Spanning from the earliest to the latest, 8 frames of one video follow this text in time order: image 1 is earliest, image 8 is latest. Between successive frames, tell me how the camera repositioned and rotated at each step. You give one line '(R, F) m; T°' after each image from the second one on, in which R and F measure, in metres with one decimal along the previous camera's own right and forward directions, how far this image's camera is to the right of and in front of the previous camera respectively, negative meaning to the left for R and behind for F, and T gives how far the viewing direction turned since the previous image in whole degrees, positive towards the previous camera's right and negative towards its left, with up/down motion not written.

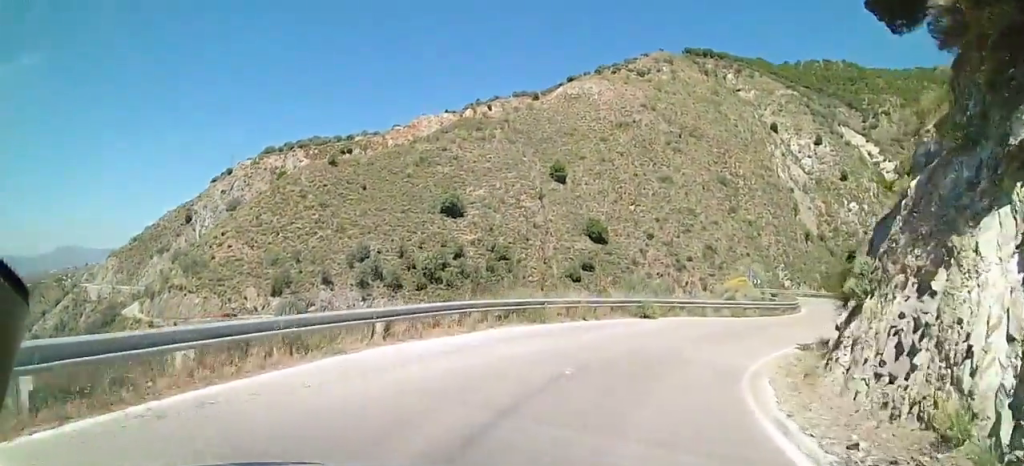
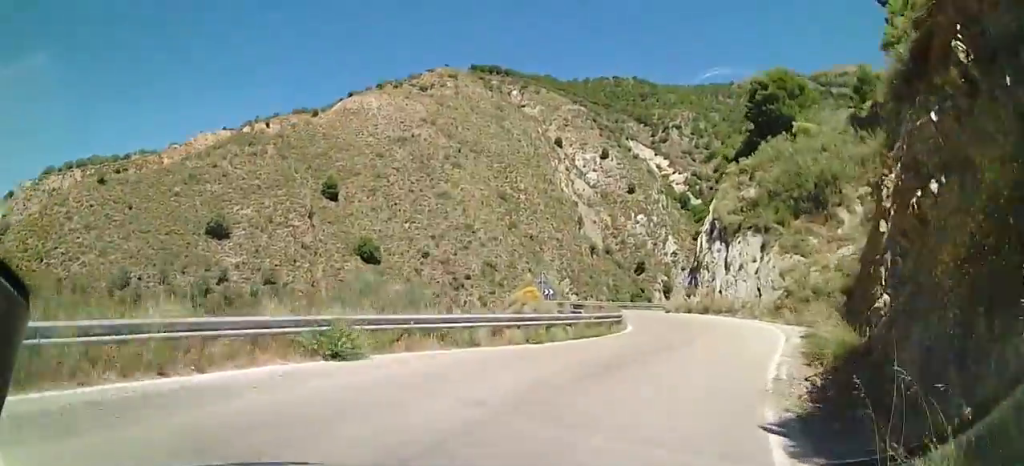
(+3.1, +12.8) m; +14°
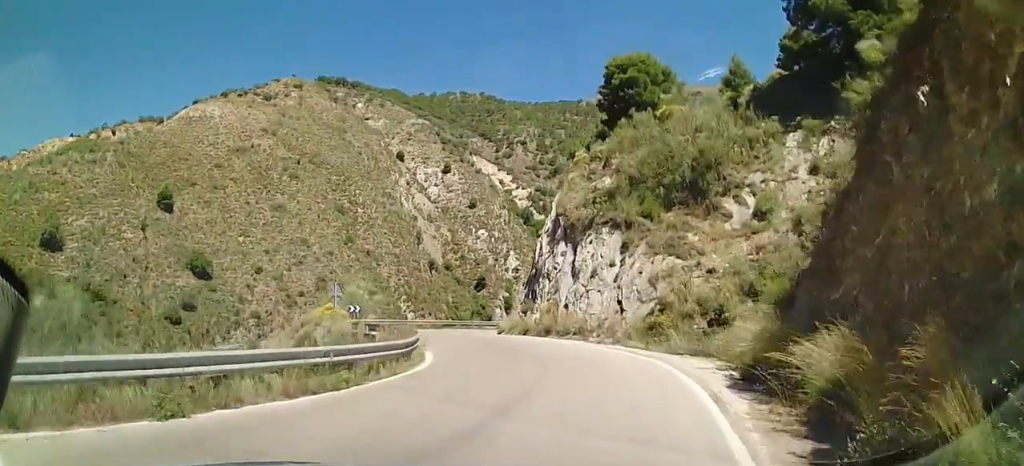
(+0.1, +8.9) m; 0°
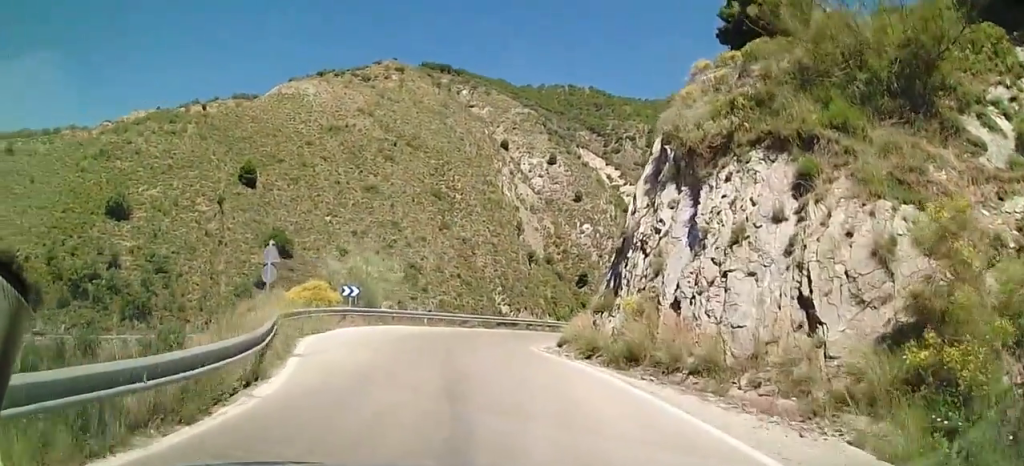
(0.0, +14.3) m; 0°
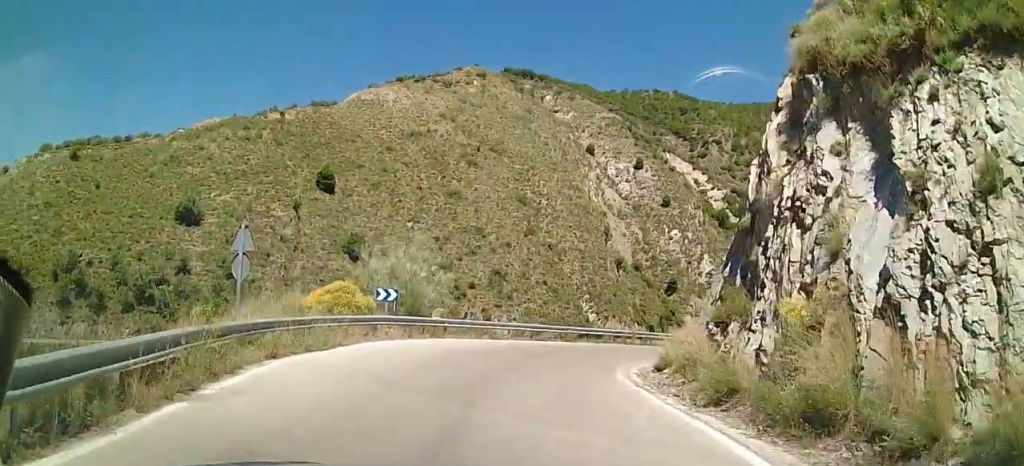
(0.0, +6.5) m; 0°
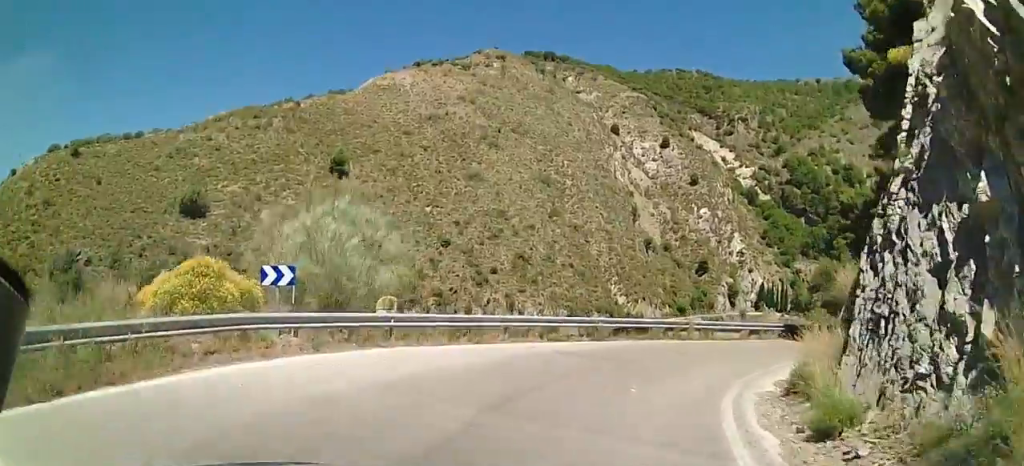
(-0.1, +10.4) m; 0°
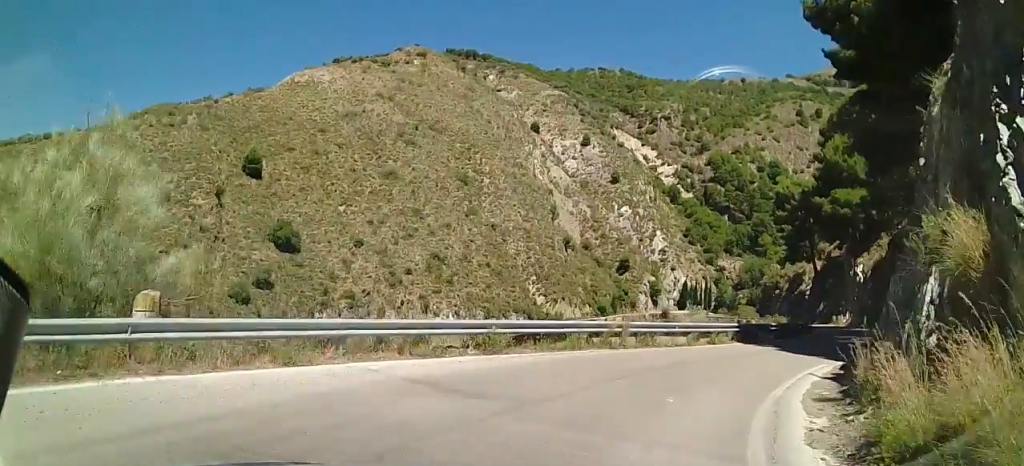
(-0.2, +6.7) m; +6°
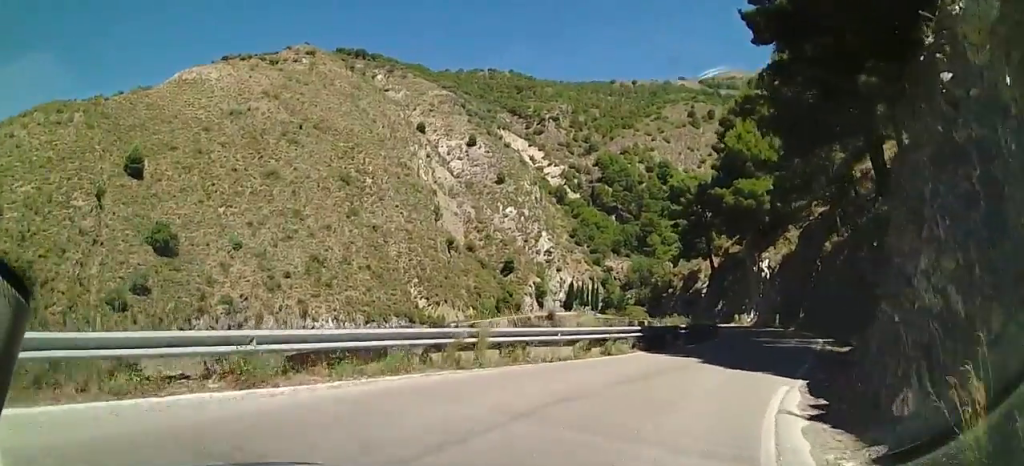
(+0.8, +5.5) m; +7°
